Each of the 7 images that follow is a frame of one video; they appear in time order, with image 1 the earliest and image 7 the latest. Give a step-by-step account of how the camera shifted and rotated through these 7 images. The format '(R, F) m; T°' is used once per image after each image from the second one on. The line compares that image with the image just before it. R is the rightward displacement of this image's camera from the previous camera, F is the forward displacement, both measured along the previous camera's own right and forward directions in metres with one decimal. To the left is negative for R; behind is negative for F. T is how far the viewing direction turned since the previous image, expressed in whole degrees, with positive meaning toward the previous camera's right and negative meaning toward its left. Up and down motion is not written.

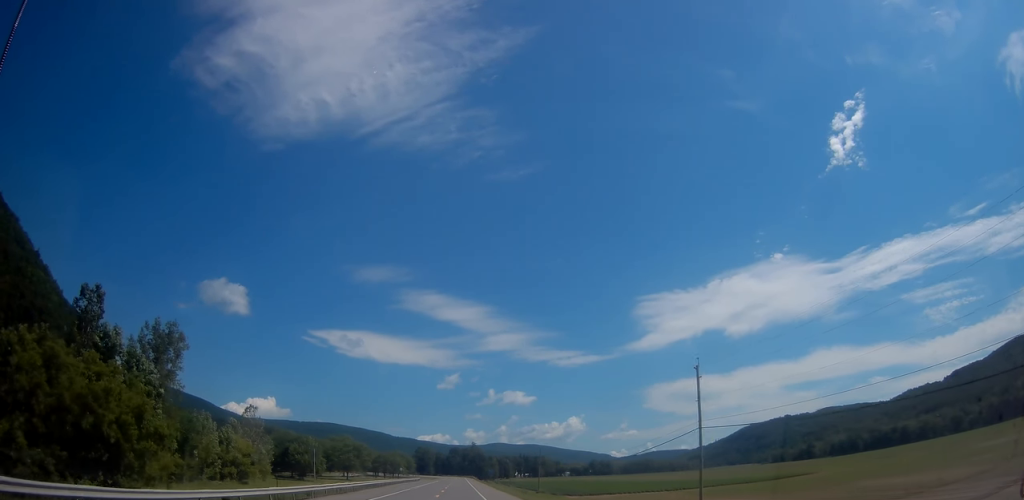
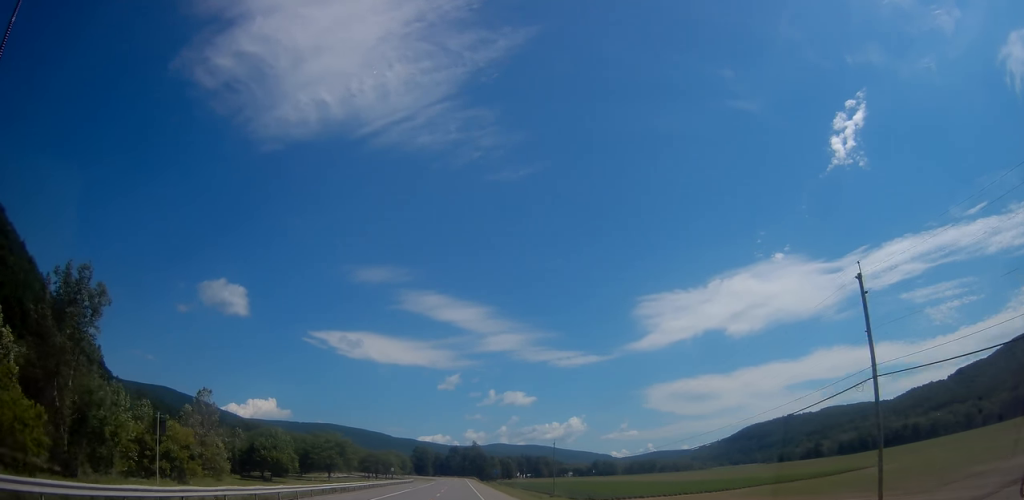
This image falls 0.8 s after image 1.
(0.0, +20.6) m; 0°
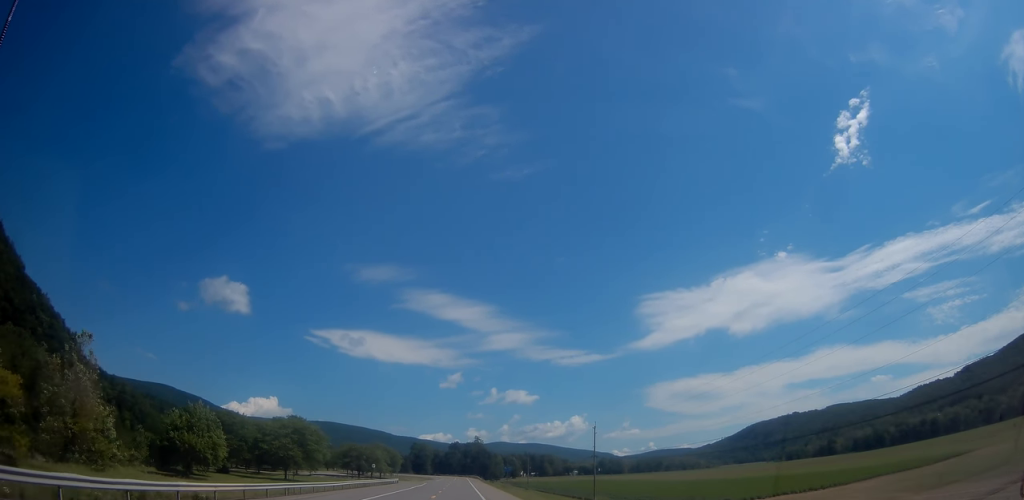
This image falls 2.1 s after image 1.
(-0.1, +32.7) m; 0°
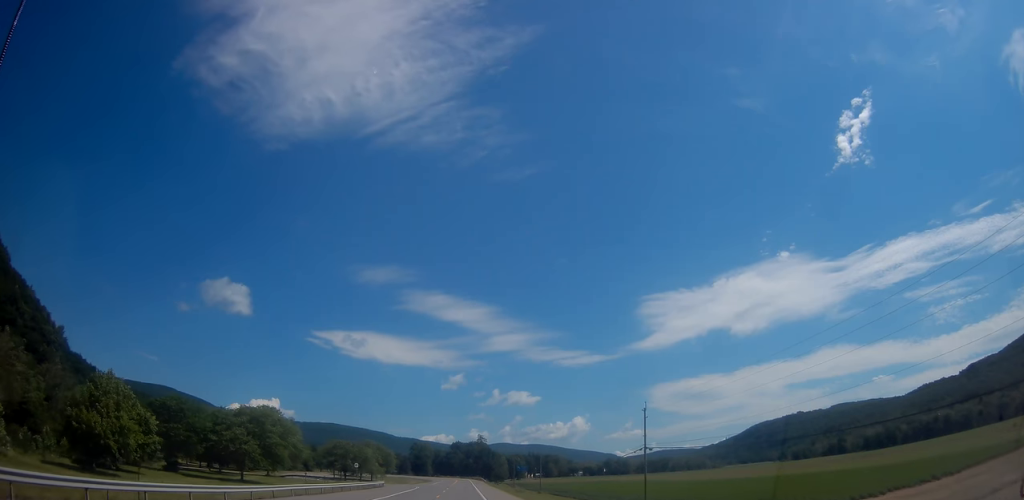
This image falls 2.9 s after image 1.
(+0.1, +20.6) m; 0°
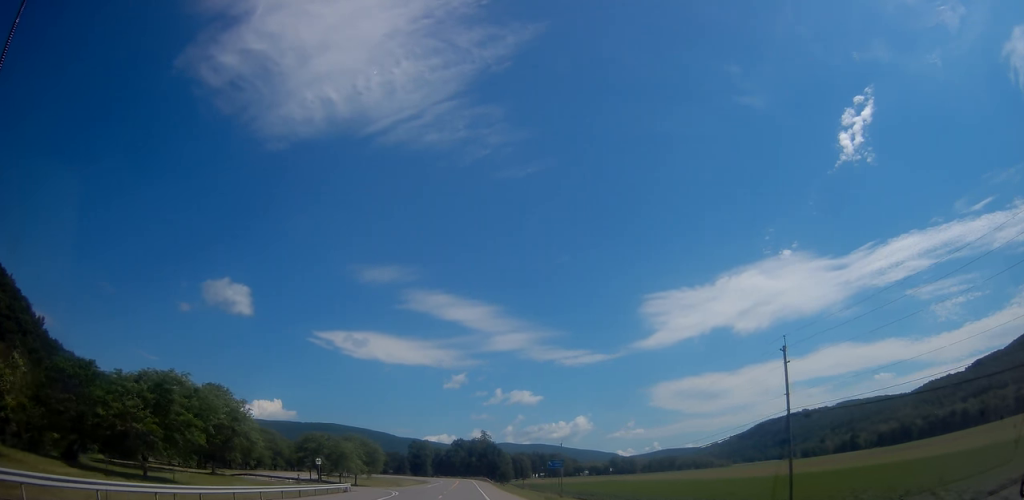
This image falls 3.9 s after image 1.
(0.0, +25.8) m; 0°
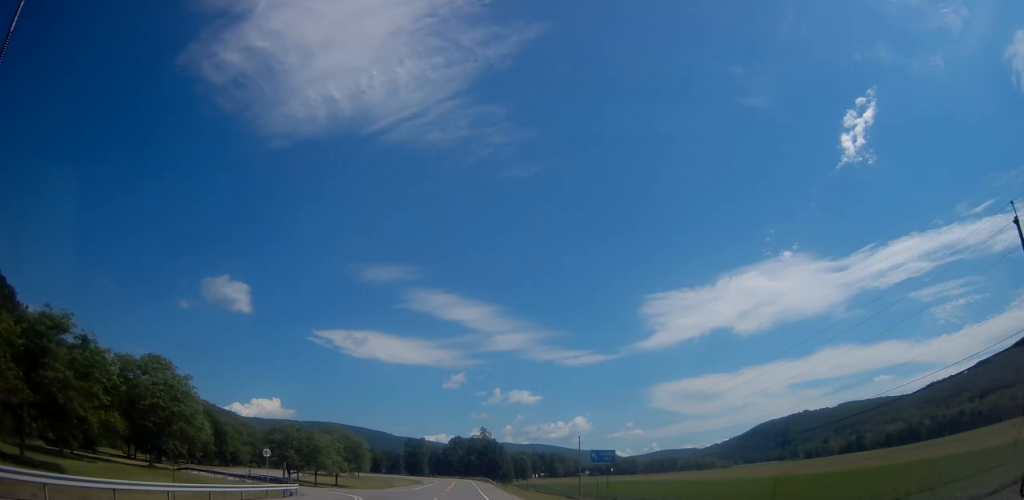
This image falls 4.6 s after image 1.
(-0.1, +18.1) m; +1°
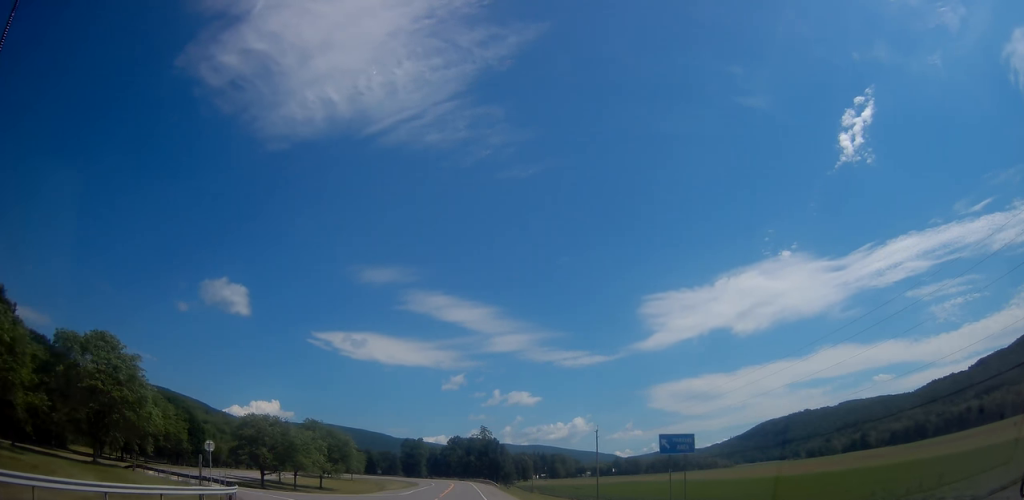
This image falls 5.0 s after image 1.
(+0.1, +12.0) m; 0°
